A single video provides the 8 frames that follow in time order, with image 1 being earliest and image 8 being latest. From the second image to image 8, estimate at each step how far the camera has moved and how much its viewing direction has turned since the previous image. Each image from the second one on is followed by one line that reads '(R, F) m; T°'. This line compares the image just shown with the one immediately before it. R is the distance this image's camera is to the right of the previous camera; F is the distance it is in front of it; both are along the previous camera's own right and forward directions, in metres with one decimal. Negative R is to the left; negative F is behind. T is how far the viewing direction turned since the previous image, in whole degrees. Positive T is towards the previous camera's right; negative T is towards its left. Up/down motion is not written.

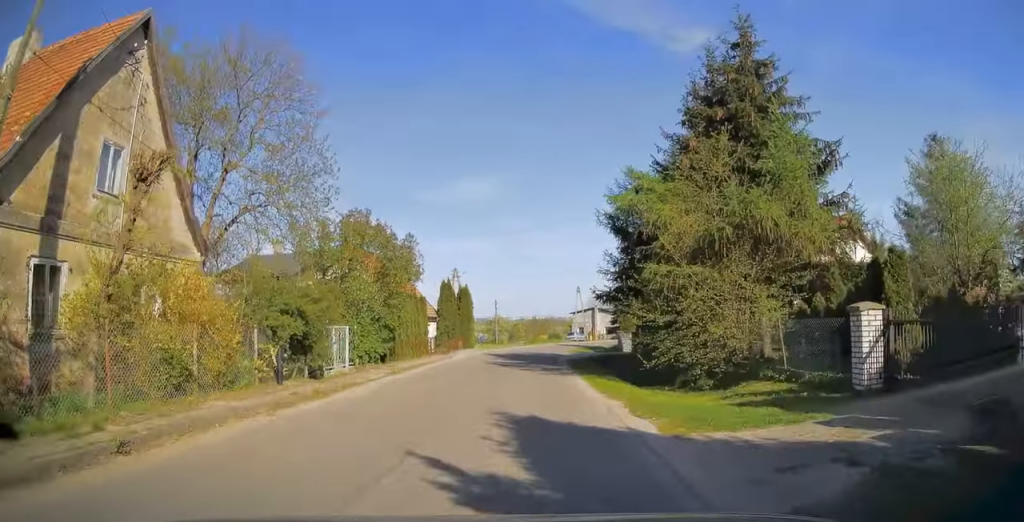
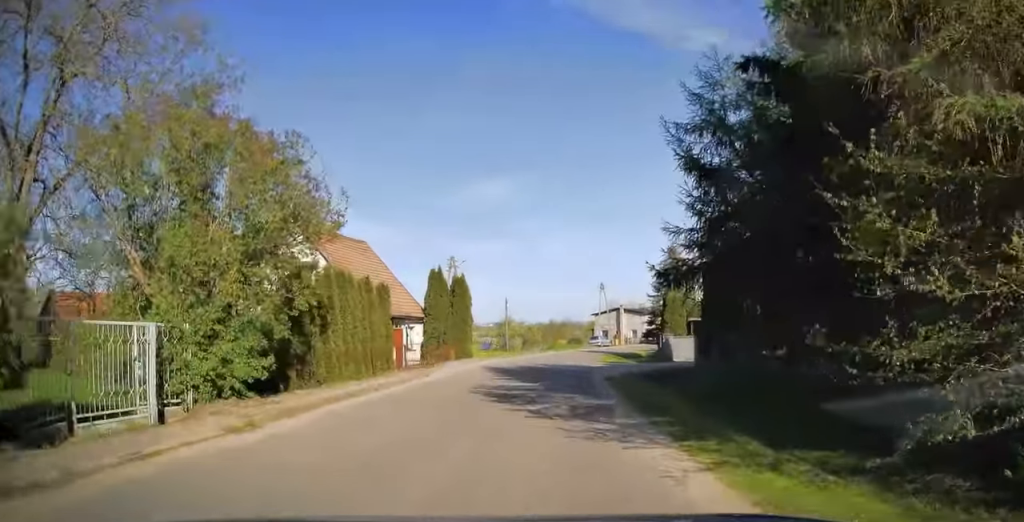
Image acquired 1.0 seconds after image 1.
(-0.2, +11.3) m; 0°
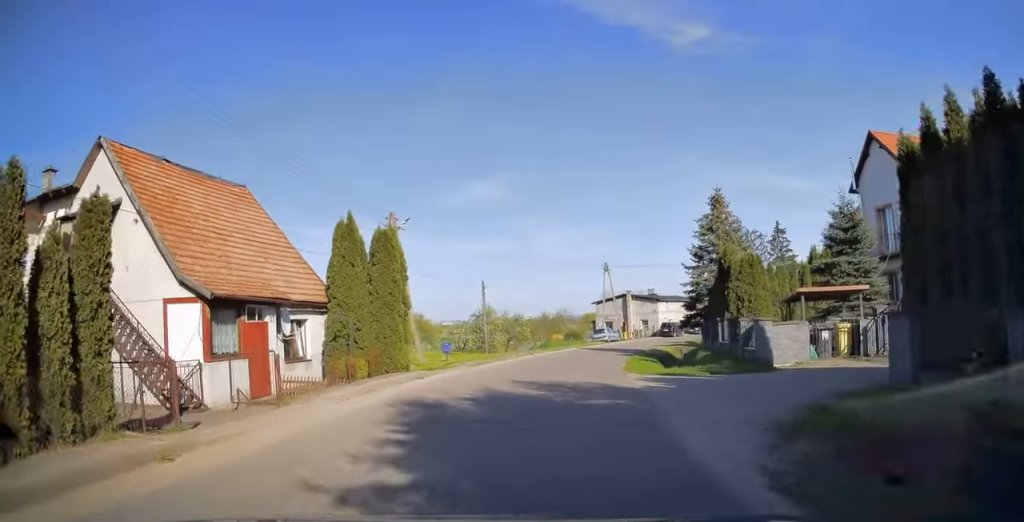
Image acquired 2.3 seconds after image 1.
(+0.2, +15.0) m; +1°
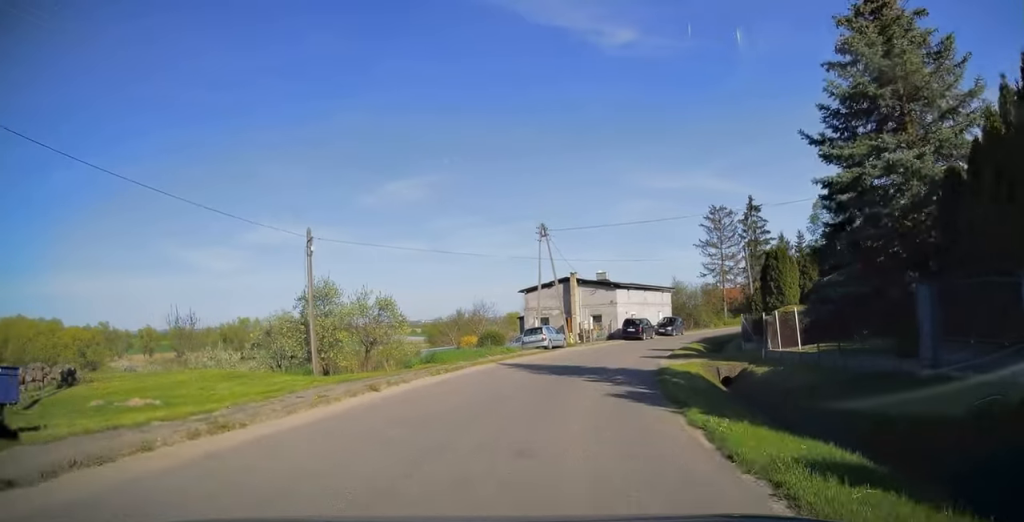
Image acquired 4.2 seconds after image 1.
(+0.6, +22.6) m; +5°
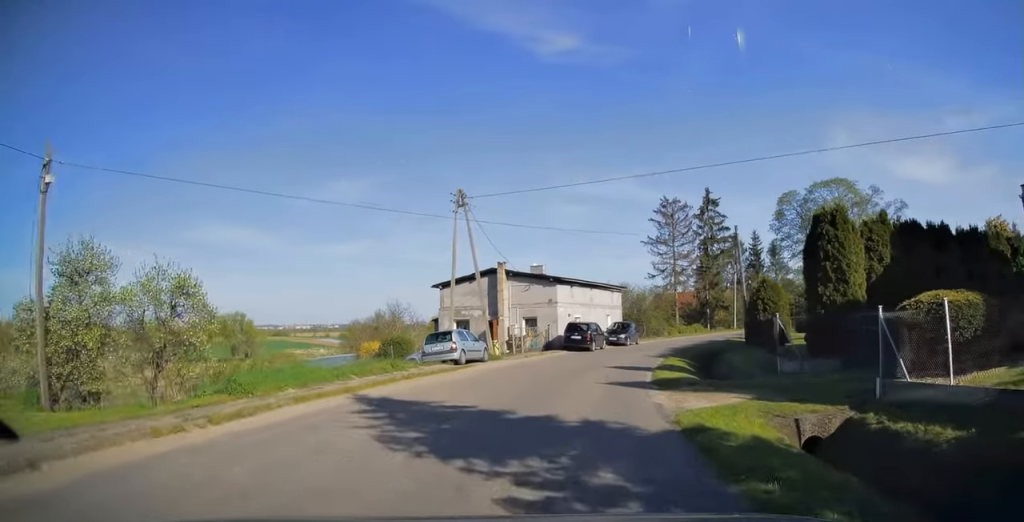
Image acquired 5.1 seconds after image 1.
(+0.5, +10.9) m; +6°
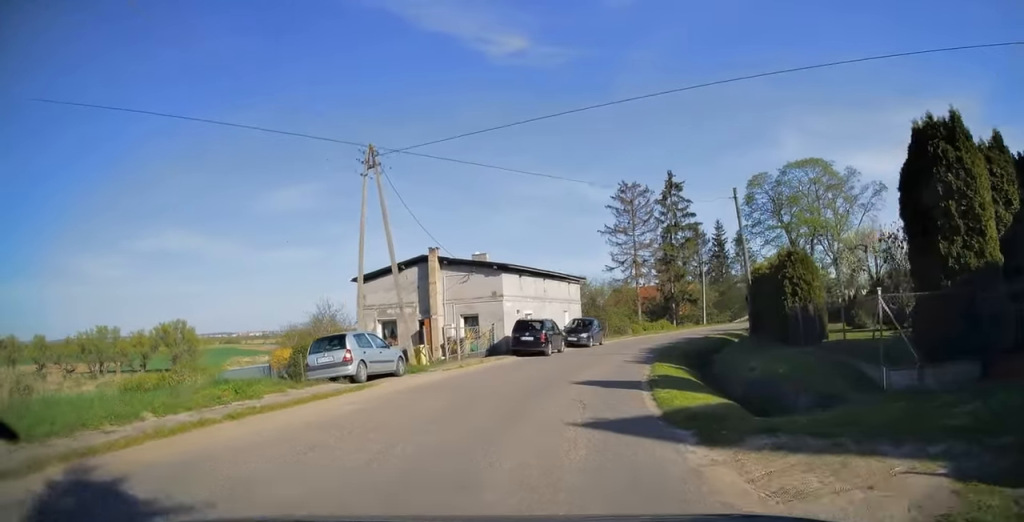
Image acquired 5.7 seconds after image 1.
(+0.2, +7.3) m; +5°
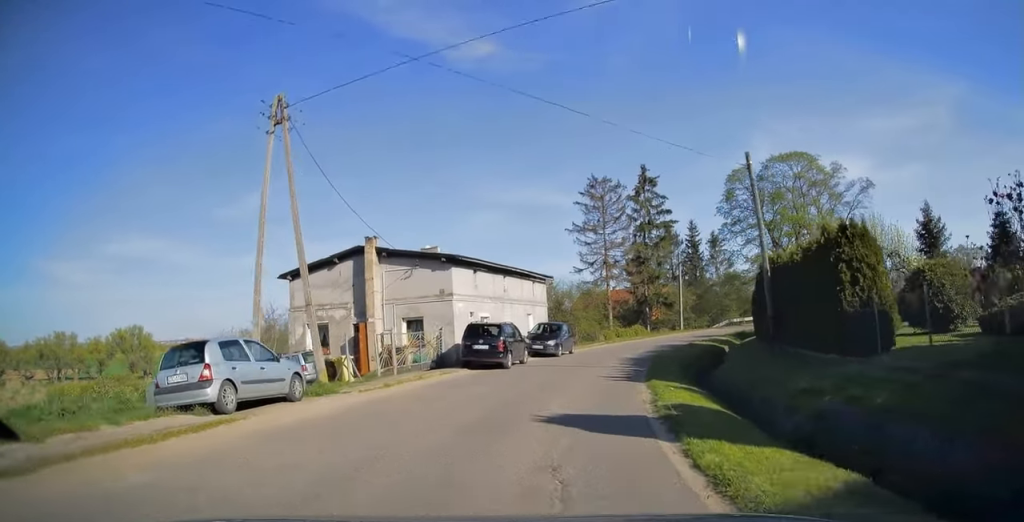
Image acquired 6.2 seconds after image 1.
(+0.4, +5.4) m; +4°
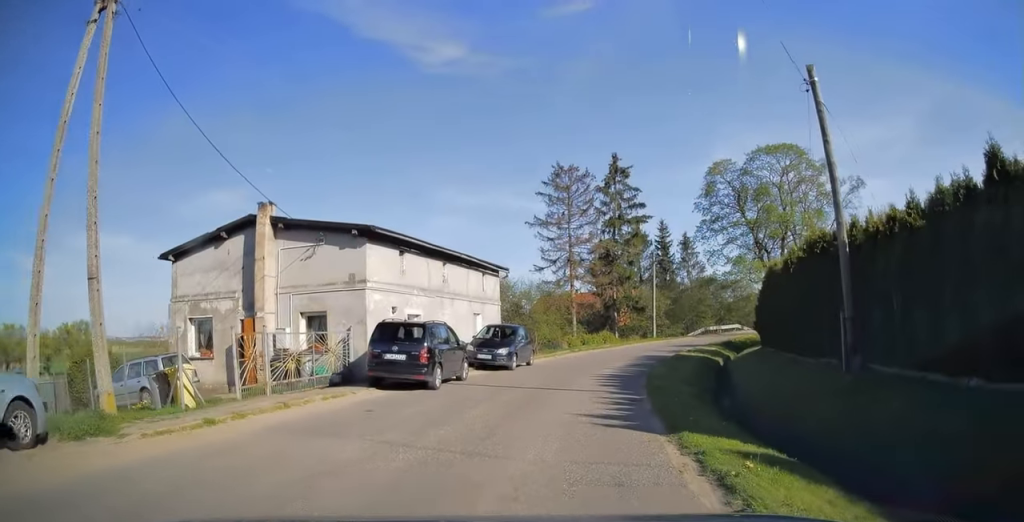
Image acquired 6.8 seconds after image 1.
(+0.3, +6.9) m; +4°
